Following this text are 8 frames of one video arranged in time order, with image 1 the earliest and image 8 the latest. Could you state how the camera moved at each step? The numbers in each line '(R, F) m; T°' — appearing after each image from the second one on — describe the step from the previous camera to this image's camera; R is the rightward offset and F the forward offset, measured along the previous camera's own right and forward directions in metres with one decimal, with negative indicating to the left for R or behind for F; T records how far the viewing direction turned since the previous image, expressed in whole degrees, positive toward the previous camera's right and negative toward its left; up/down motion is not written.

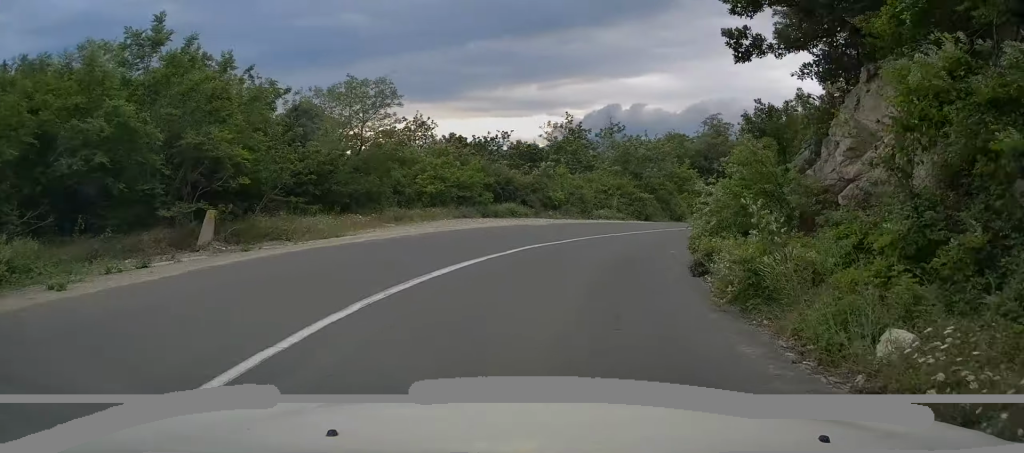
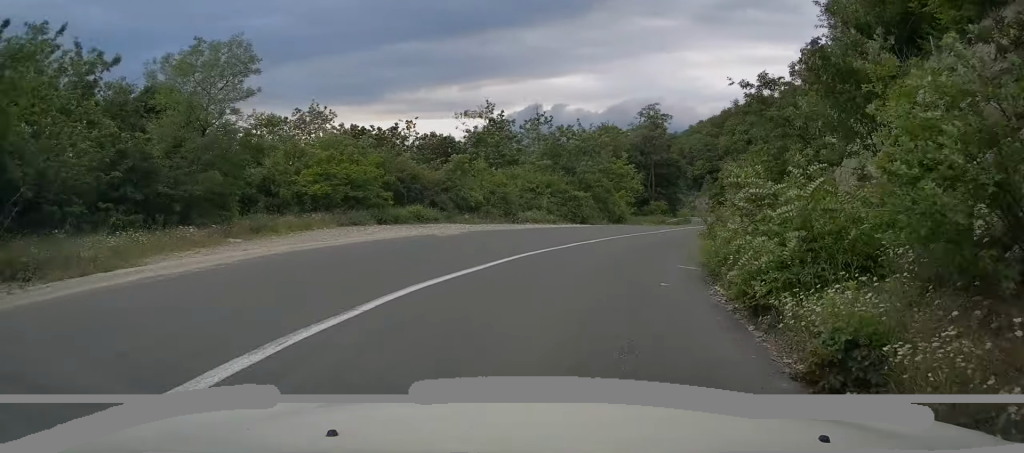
(+0.5, +6.7) m; +6°
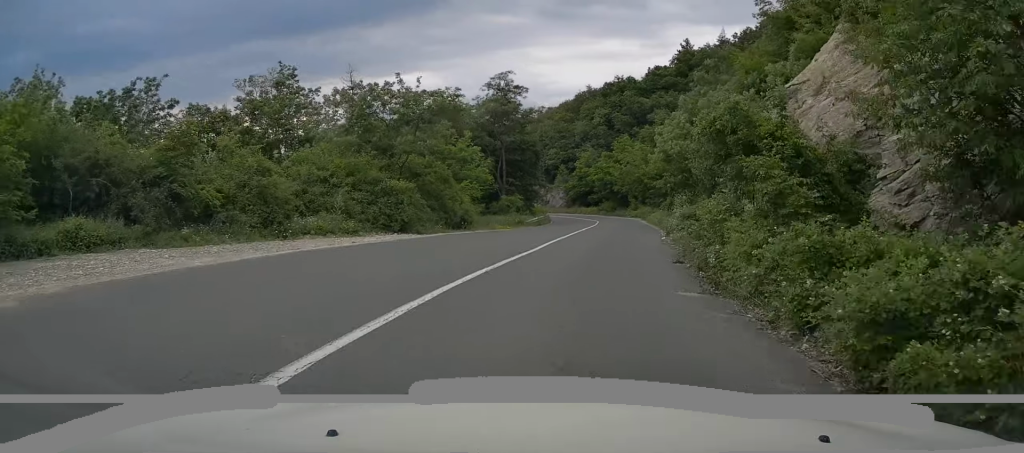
(+1.2, +13.0) m; +12°
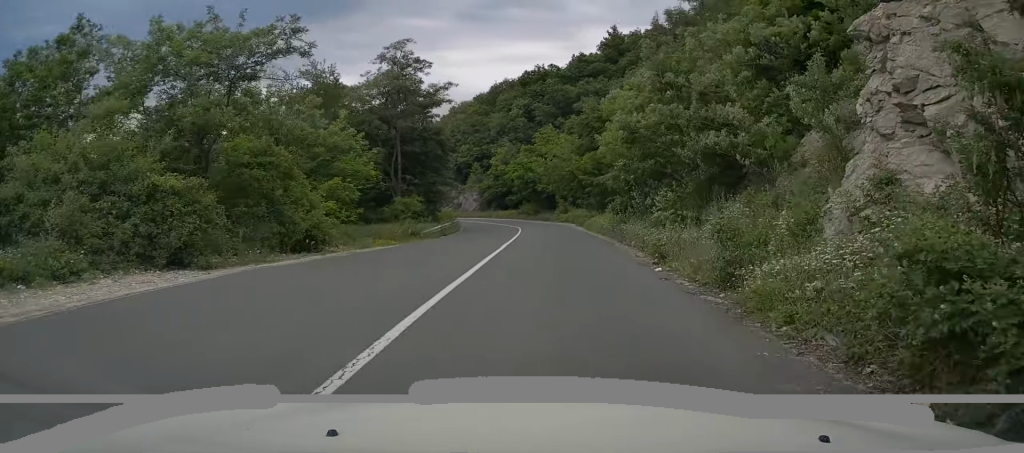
(+0.9, +9.9) m; +7°
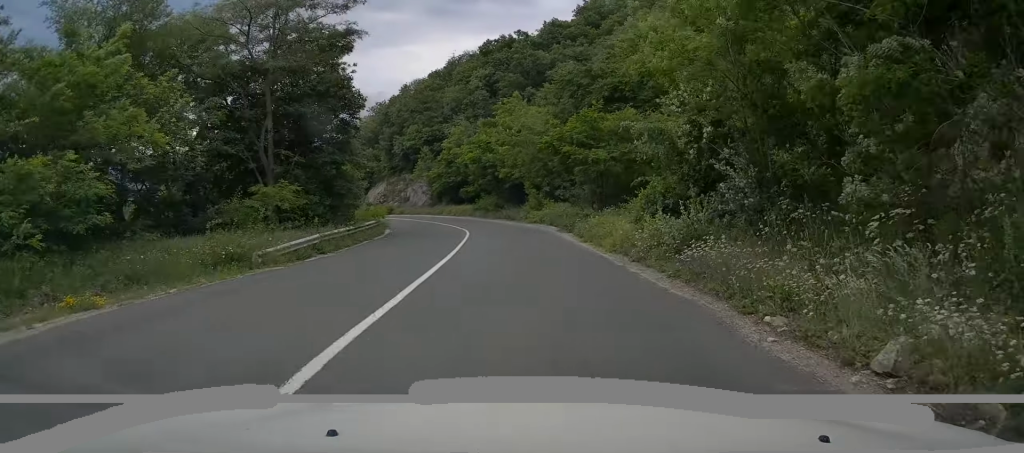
(+0.7, +14.2) m; +3°
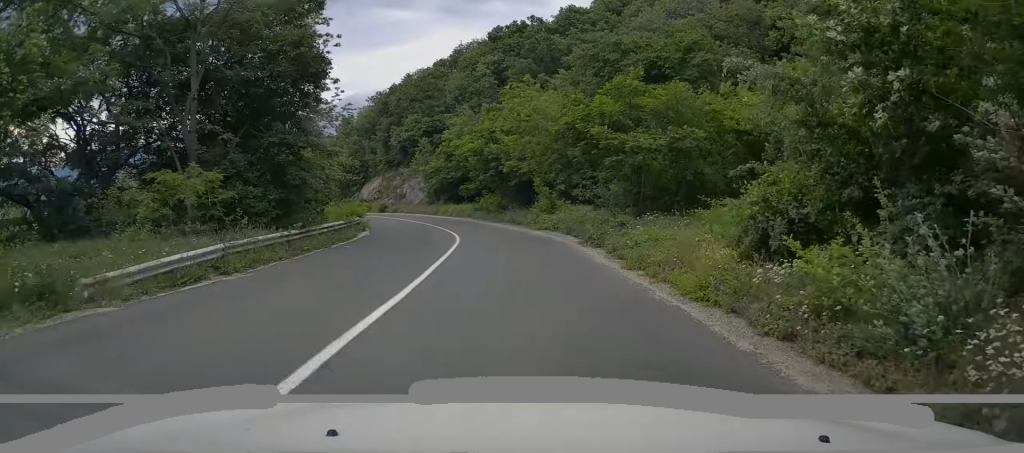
(0.0, +6.2) m; -1°
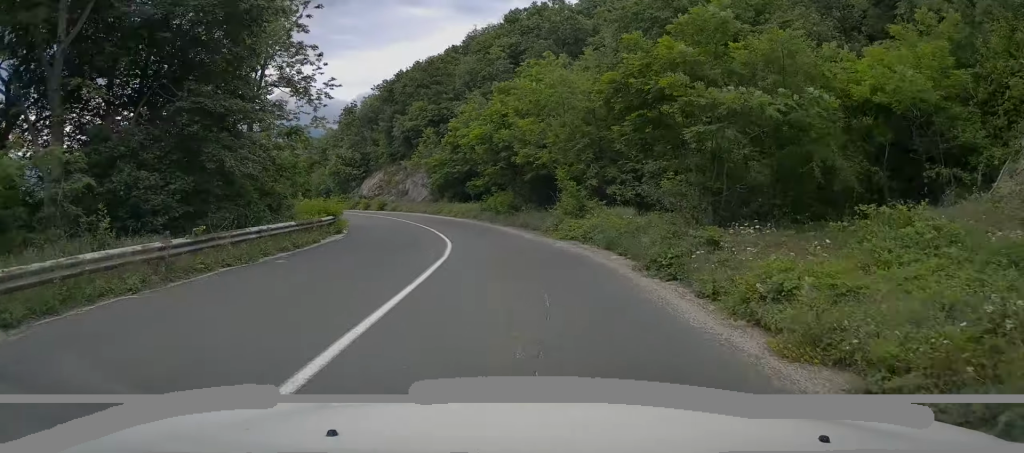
(+0.1, +6.3) m; -2°
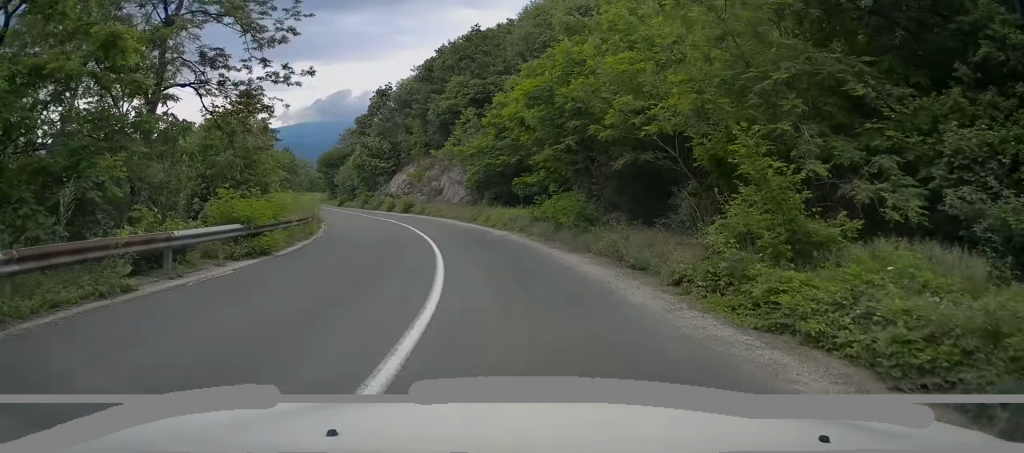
(-0.5, +11.8) m; -4°
